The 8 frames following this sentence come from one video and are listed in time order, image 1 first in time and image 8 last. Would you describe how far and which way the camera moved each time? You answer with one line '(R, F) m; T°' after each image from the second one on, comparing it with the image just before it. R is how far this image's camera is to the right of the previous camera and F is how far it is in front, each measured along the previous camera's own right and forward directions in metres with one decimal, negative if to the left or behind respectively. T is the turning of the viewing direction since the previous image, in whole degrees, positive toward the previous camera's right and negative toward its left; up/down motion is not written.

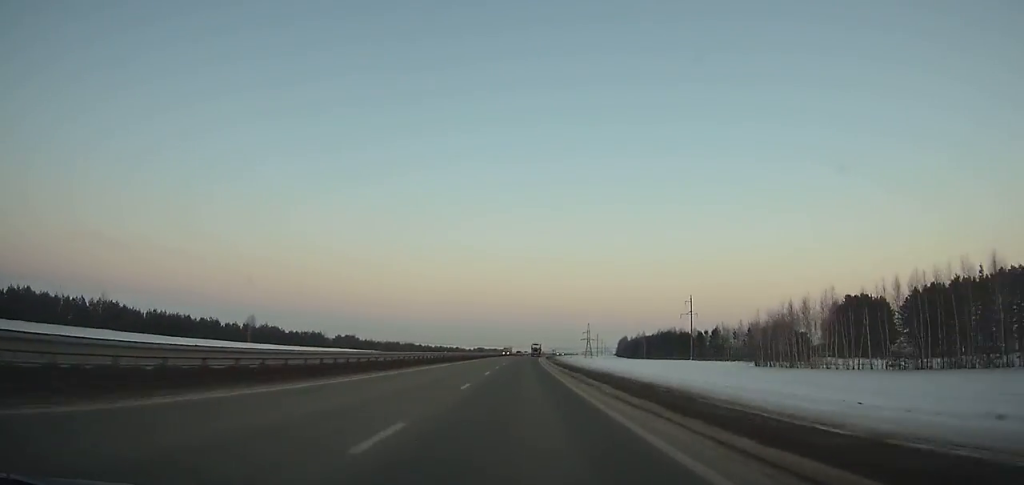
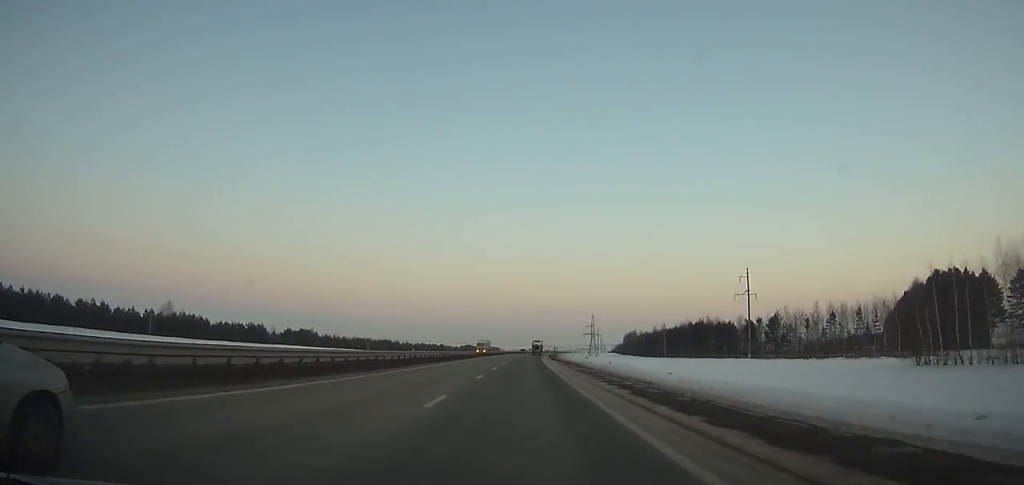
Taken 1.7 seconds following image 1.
(+0.5, +53.5) m; +1°
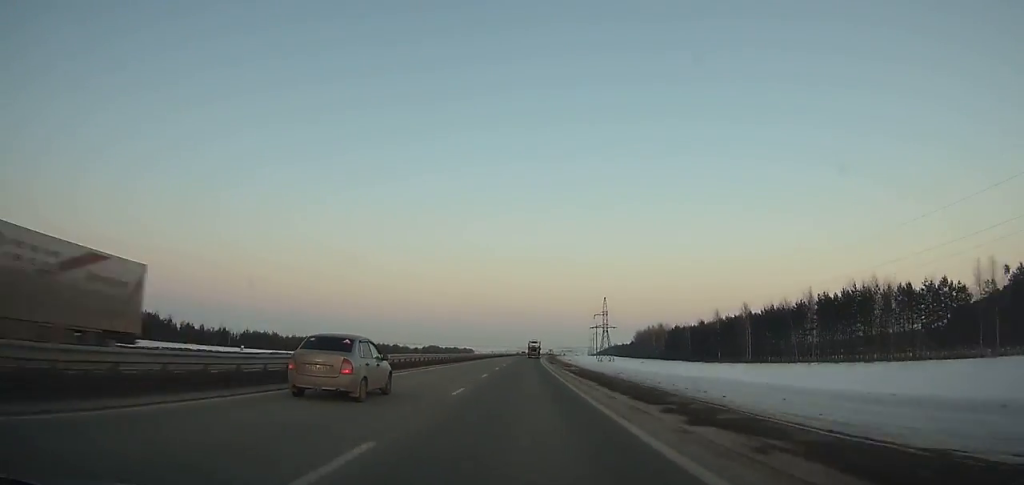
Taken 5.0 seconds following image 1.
(+2.0, +104.3) m; +2°
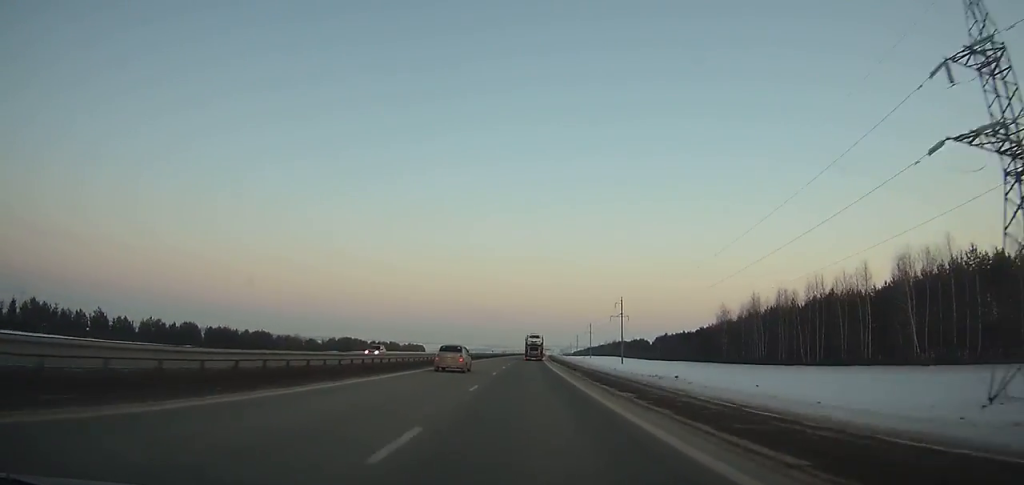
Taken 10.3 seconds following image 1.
(+4.0, +169.5) m; +2°
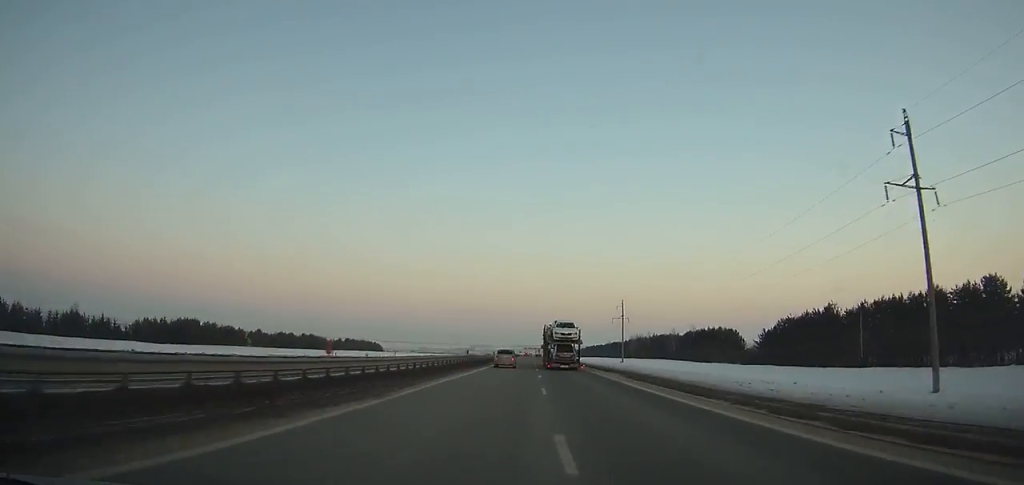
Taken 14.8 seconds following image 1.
(+1.8, +146.0) m; +1°
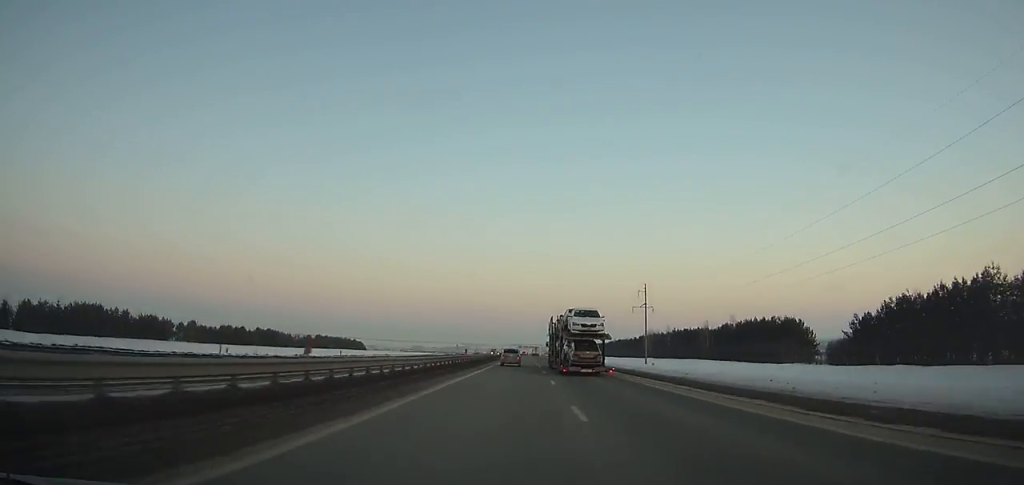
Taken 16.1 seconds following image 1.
(0.0, +42.3) m; 0°
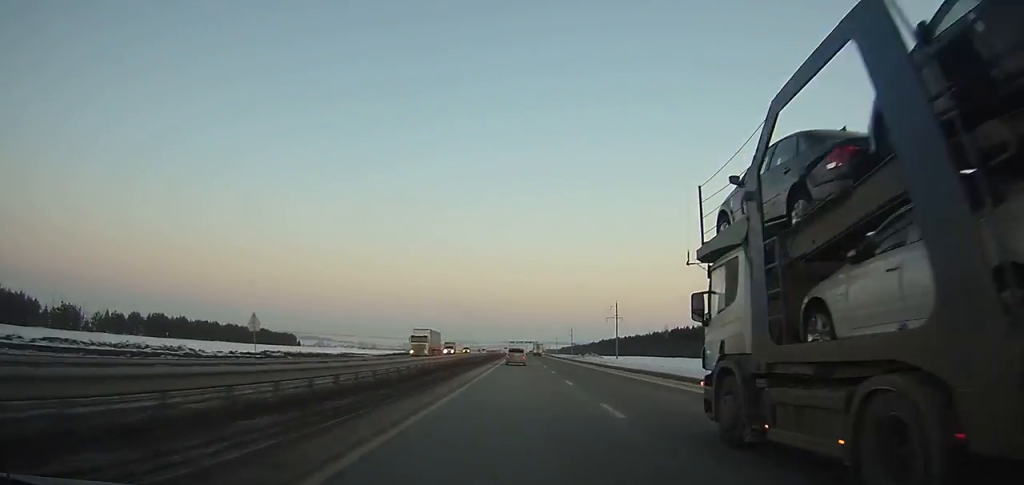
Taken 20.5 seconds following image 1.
(+1.6, +139.6) m; +1°
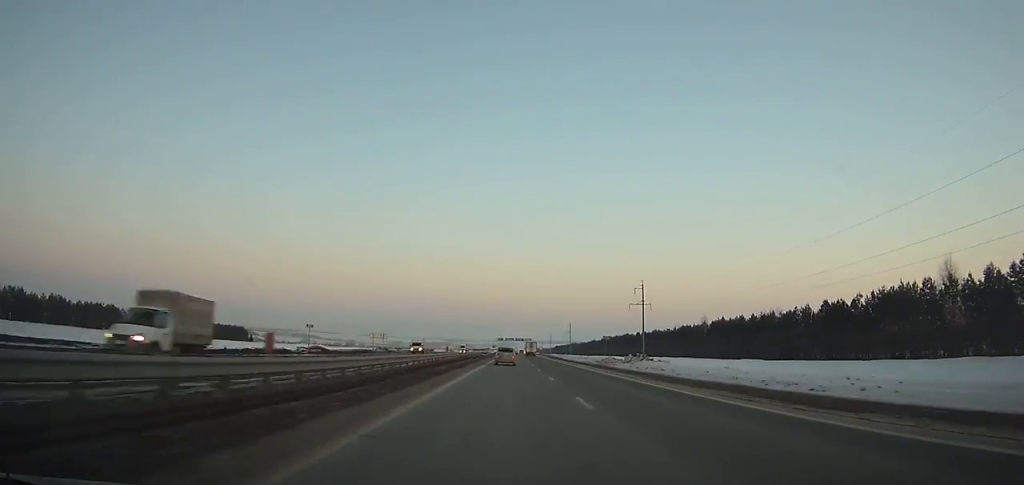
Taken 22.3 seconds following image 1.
(+0.1, +55.0) m; +1°
